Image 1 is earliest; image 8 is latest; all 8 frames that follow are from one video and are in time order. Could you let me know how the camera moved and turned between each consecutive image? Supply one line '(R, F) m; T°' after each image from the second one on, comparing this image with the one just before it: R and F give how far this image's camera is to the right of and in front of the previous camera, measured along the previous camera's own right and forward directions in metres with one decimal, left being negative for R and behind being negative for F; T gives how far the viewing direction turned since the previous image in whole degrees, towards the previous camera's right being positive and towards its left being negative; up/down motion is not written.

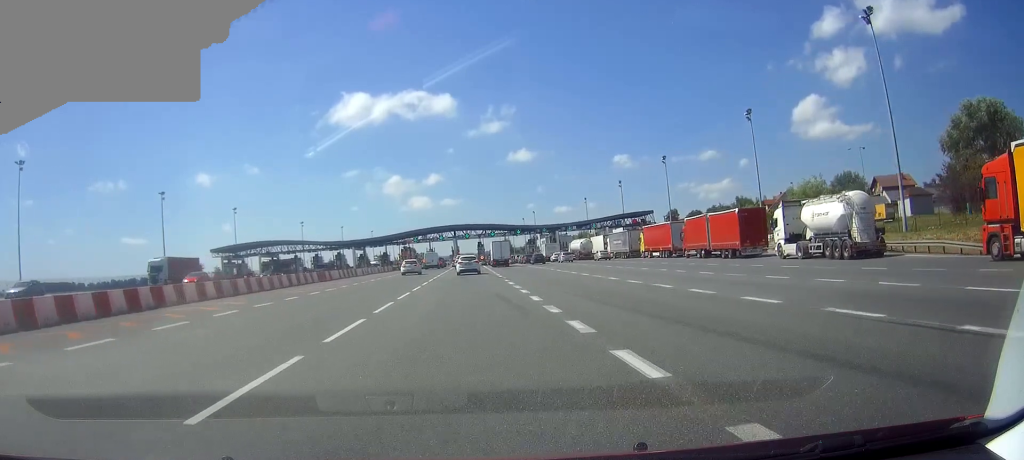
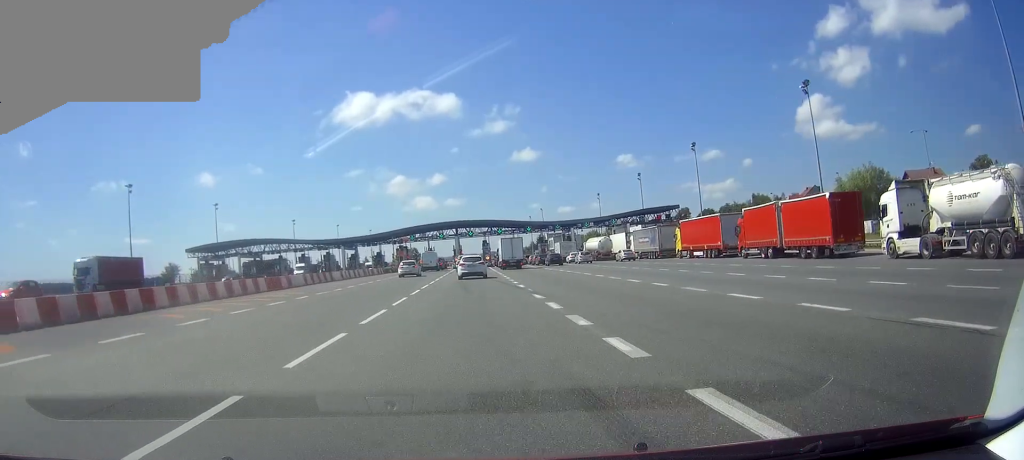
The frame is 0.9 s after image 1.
(0.0, +14.0) m; 0°
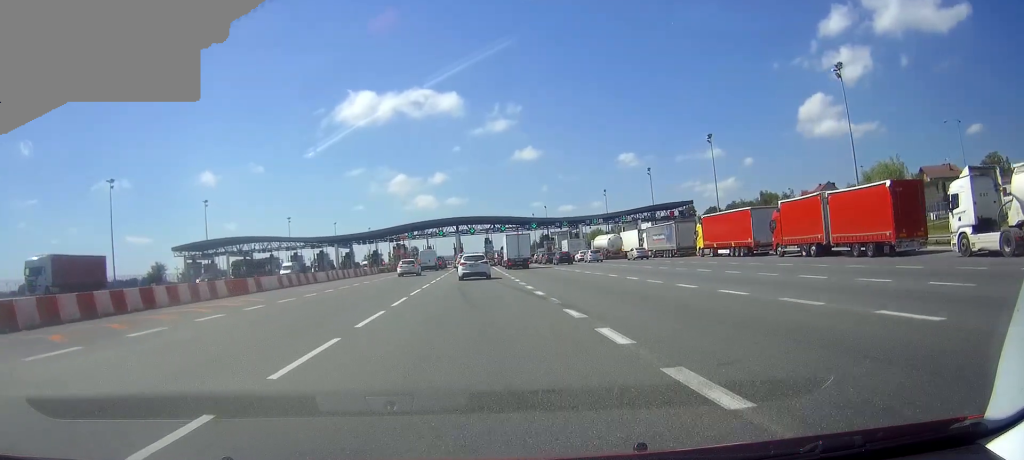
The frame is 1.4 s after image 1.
(0.0, +6.7) m; 0°
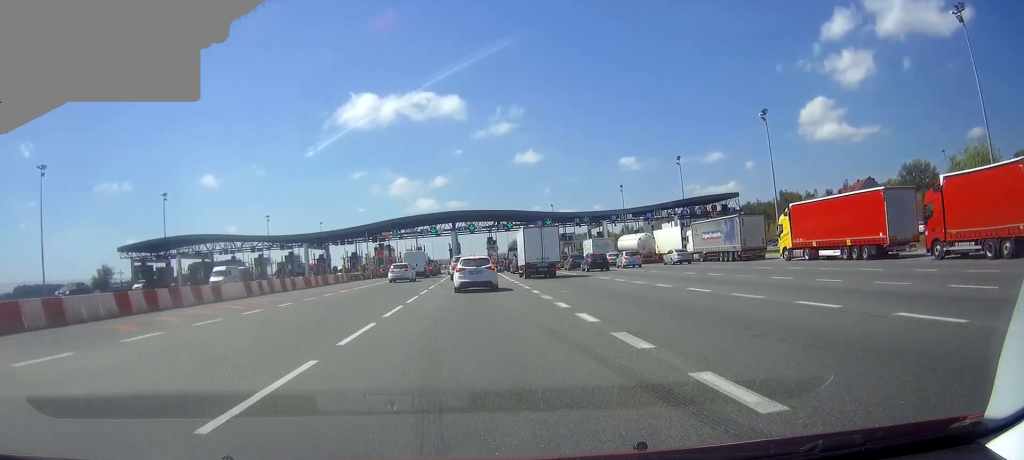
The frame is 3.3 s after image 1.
(0.0, +19.8) m; 0°
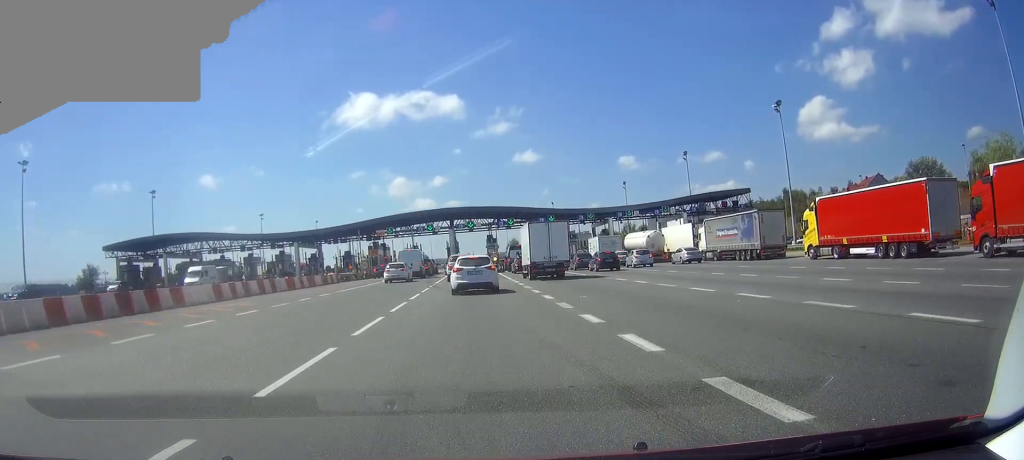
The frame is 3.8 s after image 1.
(0.0, +4.2) m; 0°
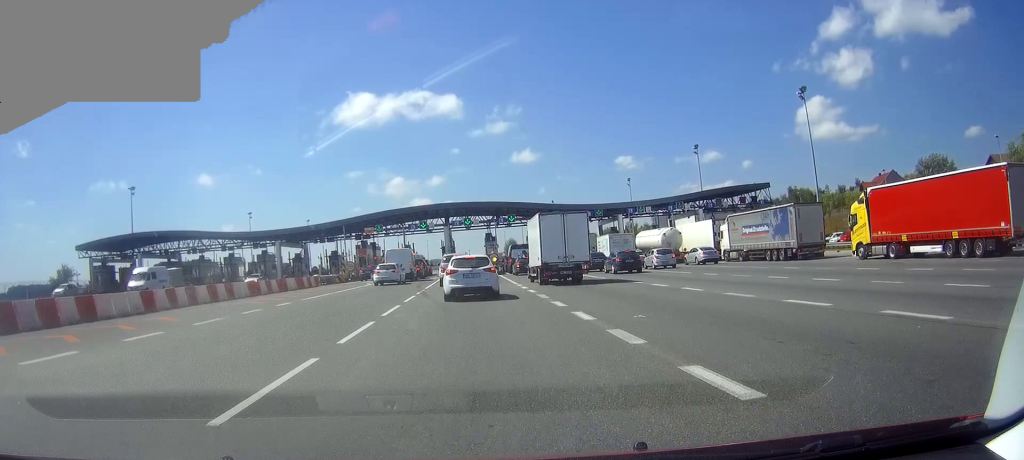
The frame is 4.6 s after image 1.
(+0.1, +6.9) m; +1°
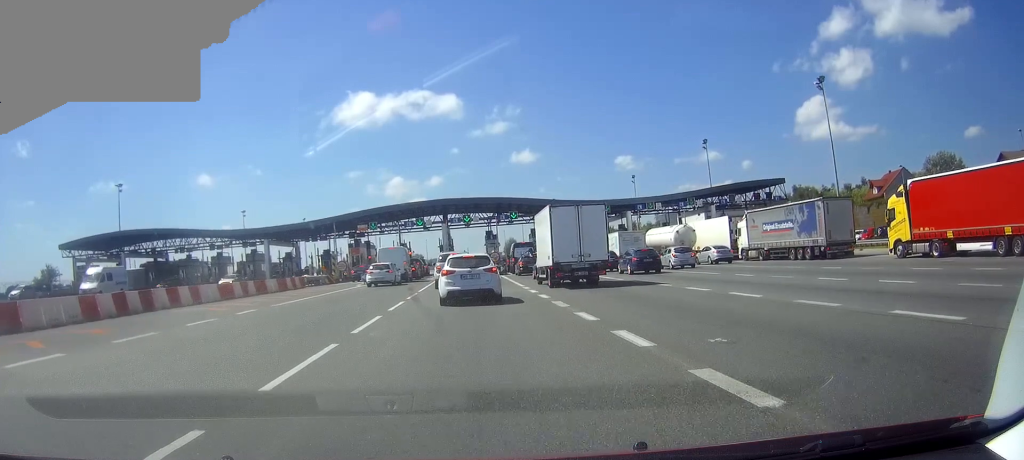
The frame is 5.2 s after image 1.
(0.0, +4.0) m; 0°
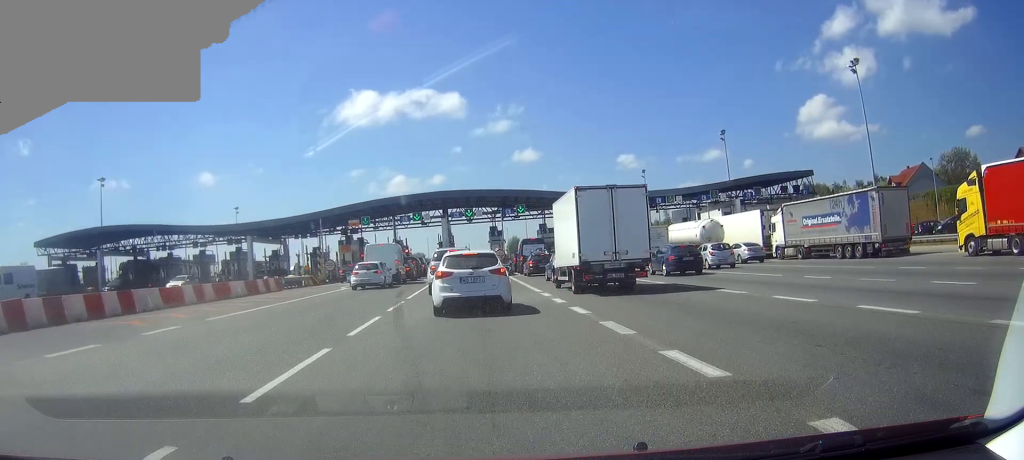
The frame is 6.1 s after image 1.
(0.0, +6.1) m; 0°
